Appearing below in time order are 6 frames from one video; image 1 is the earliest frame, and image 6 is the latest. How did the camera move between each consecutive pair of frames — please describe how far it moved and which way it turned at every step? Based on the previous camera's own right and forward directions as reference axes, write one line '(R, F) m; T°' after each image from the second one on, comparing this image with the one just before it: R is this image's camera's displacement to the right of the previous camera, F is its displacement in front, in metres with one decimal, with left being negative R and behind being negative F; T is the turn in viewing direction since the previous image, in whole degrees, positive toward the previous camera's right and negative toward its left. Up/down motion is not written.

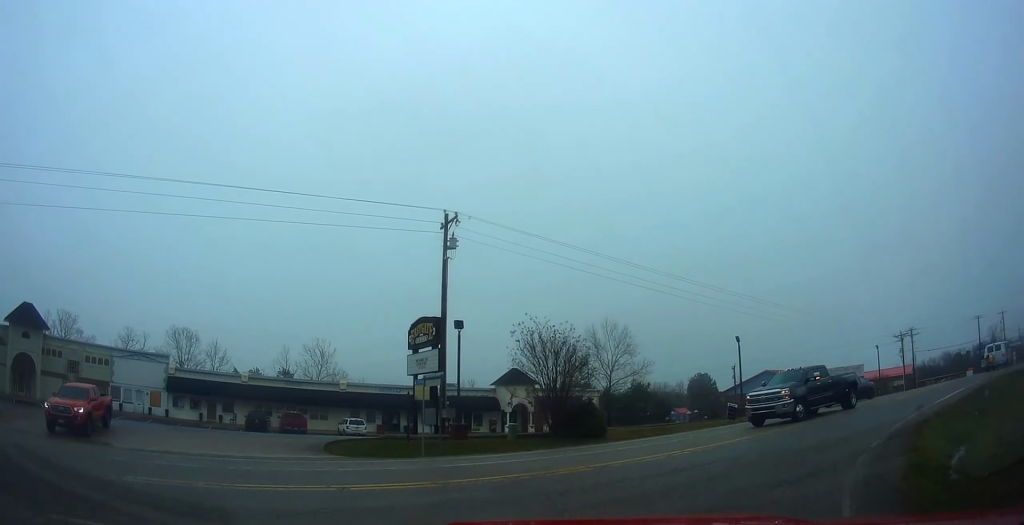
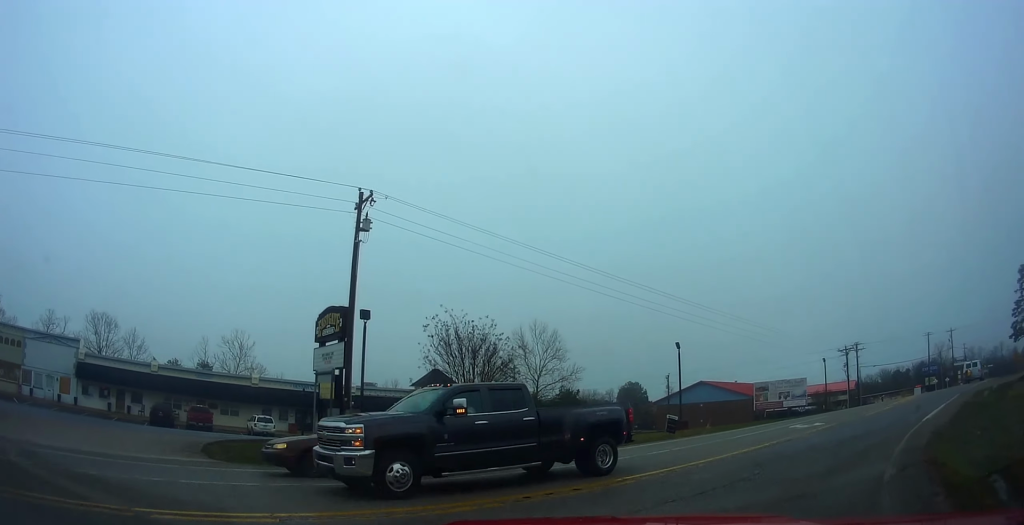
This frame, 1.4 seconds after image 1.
(+2.3, +7.1) m; +15°
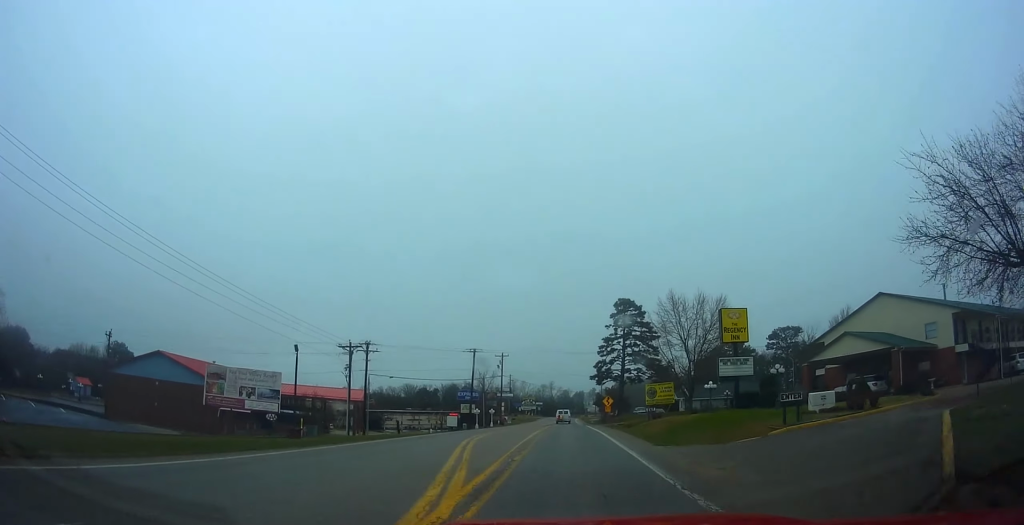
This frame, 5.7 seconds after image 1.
(+9.5, +23.8) m; +32°
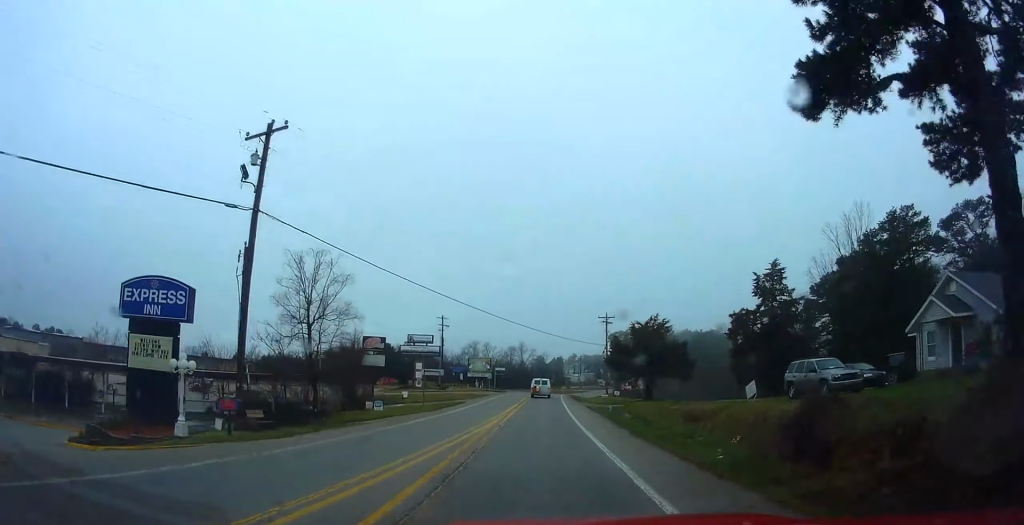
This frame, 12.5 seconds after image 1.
(+5.1, +60.1) m; +6°
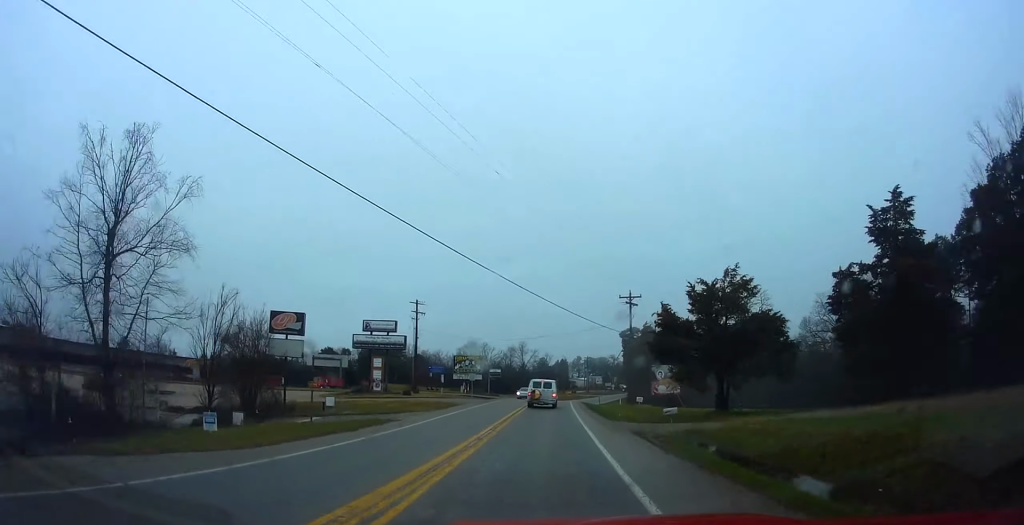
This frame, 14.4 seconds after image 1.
(+0.5, +18.9) m; +1°
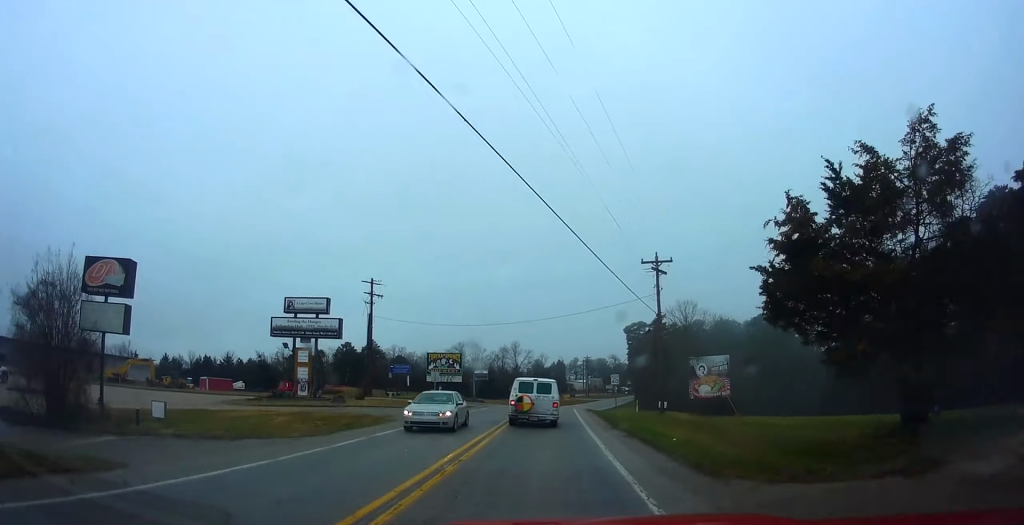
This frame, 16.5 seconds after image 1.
(+0.1, +20.4) m; 0°
